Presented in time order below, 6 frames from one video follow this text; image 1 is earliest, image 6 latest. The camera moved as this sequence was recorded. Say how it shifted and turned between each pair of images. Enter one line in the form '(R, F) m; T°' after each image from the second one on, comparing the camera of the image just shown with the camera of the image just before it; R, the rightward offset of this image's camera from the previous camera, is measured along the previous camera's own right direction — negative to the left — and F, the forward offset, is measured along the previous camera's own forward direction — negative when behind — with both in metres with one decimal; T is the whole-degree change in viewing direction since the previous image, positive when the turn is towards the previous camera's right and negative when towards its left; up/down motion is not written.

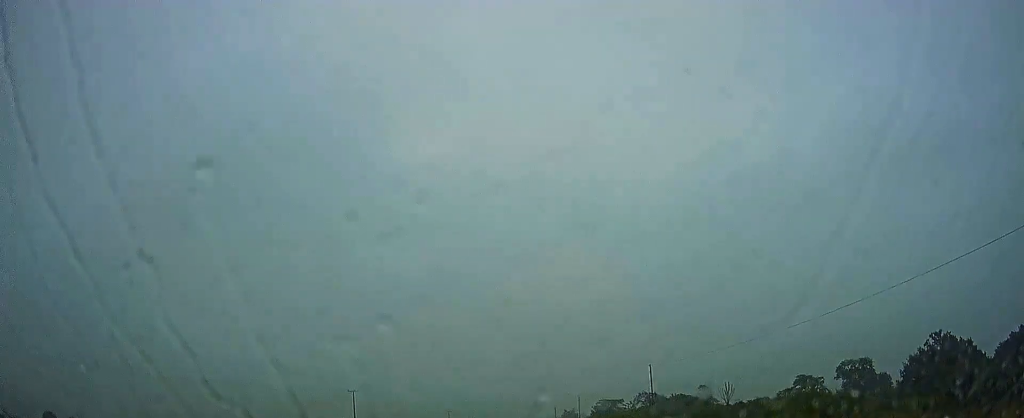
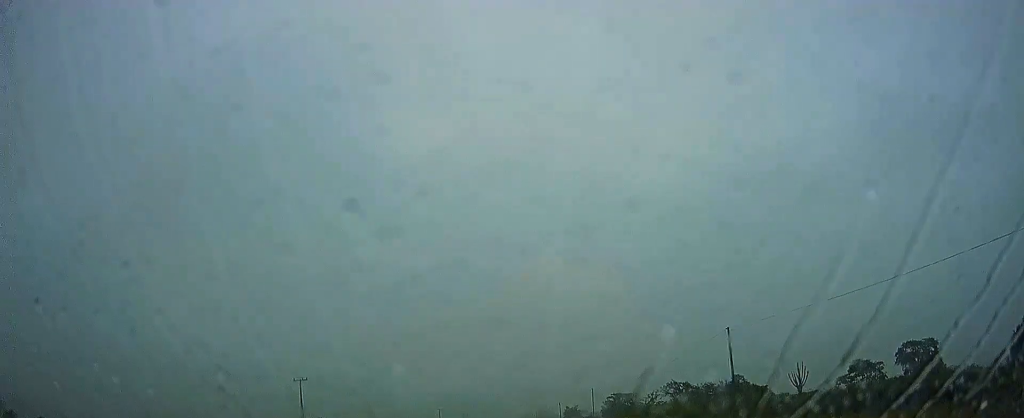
(0.0, +25.9) m; 0°
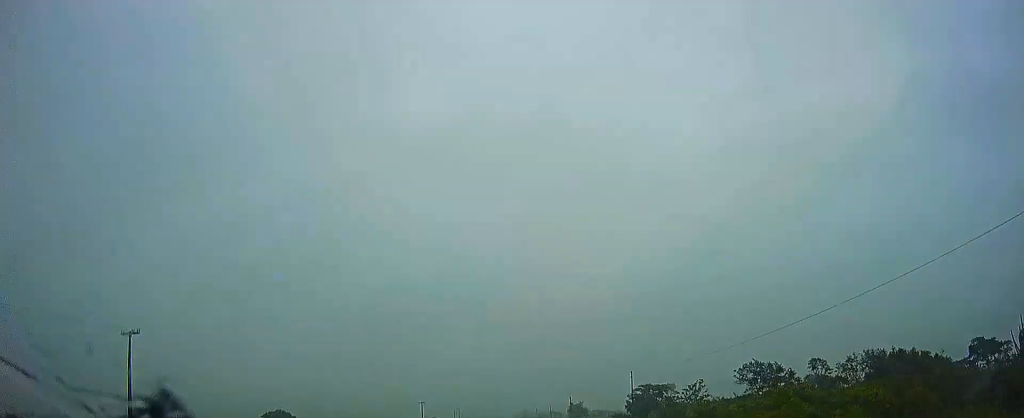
(+0.2, +38.2) m; 0°
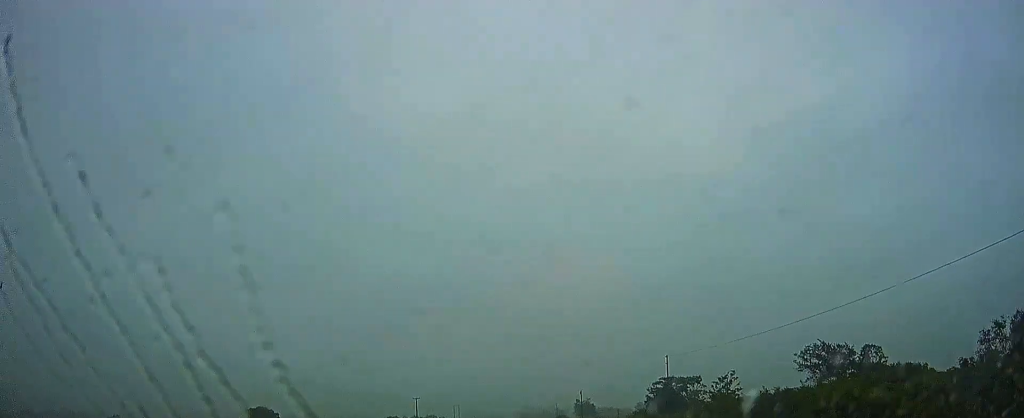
(-0.1, +16.0) m; 0°
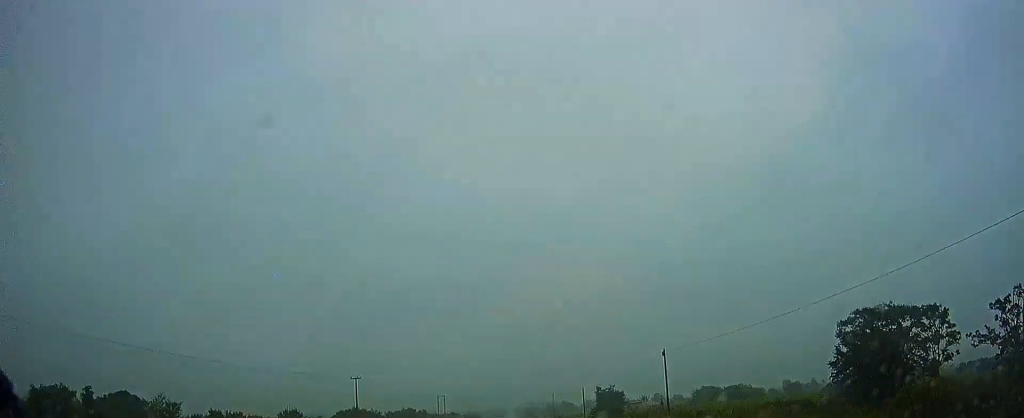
(+0.6, +66.7) m; 0°
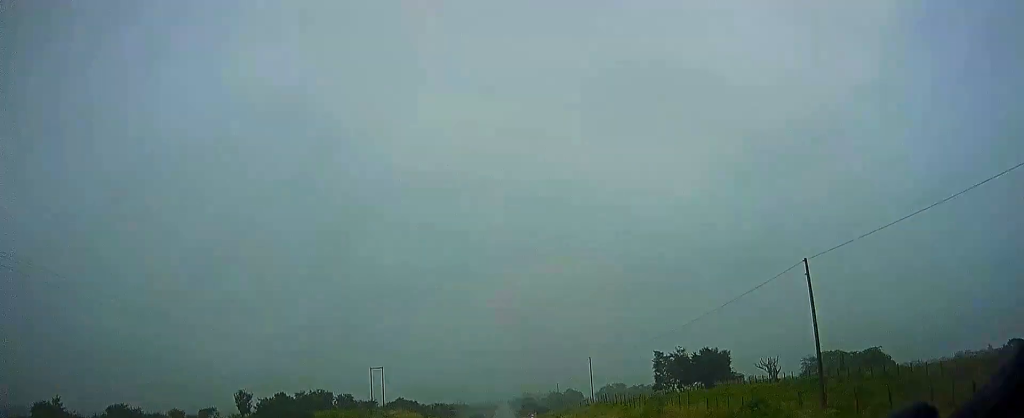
(-0.7, +99.4) m; 0°
